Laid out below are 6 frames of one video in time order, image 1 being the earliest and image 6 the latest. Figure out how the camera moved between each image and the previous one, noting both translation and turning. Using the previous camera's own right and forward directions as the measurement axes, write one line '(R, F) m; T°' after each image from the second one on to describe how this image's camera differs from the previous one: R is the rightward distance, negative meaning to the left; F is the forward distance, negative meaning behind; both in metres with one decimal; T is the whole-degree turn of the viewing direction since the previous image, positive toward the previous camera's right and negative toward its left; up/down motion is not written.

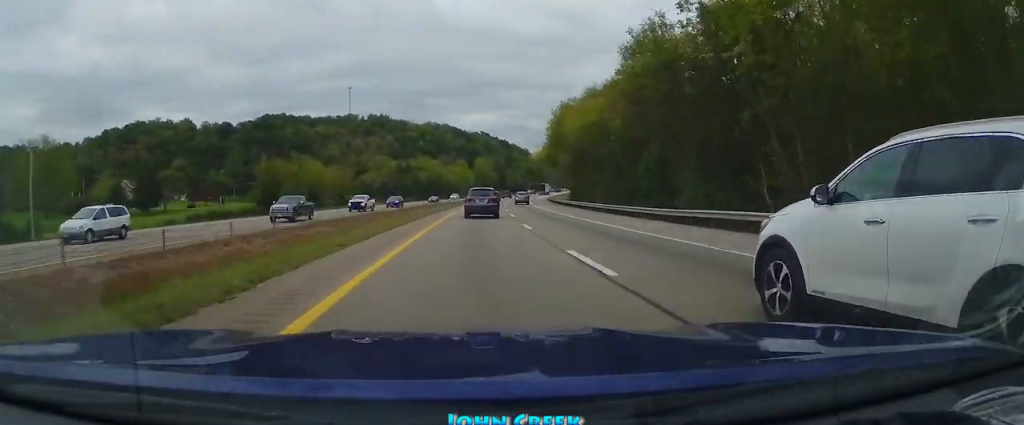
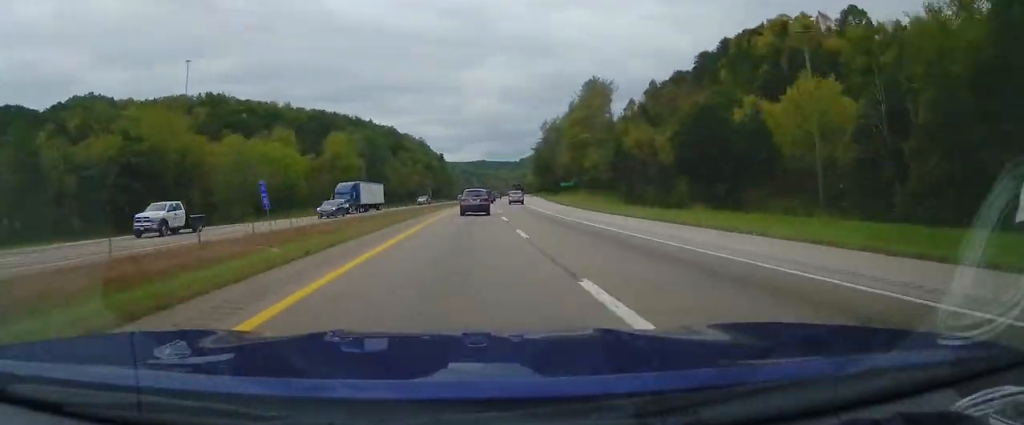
(+15.8, +162.7) m; +9°
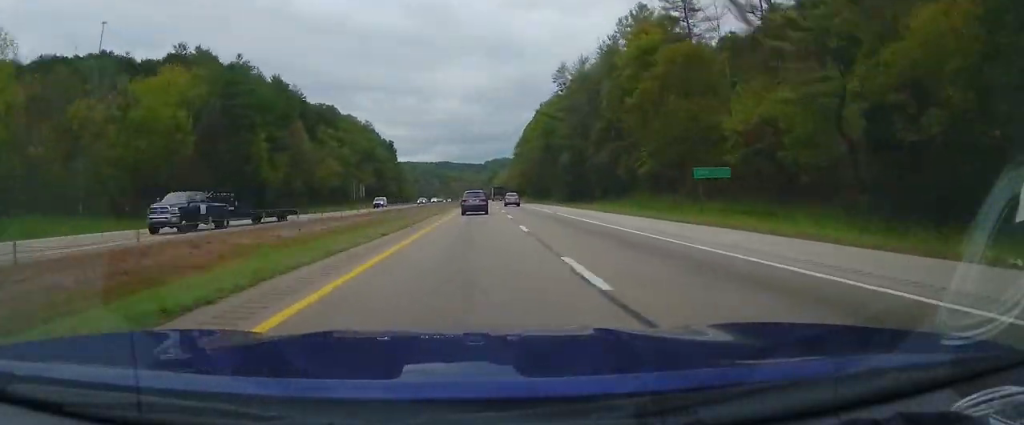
(+3.1, +85.0) m; +2°
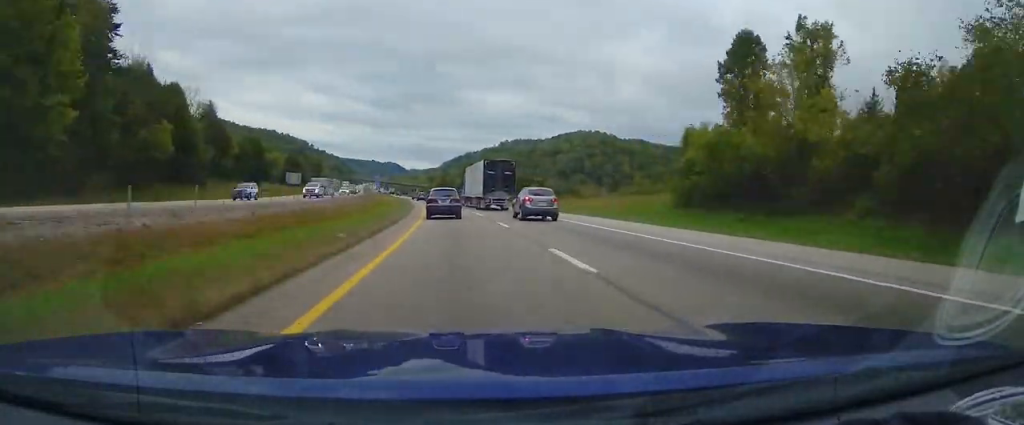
(-75.6, +496.9) m; -26°
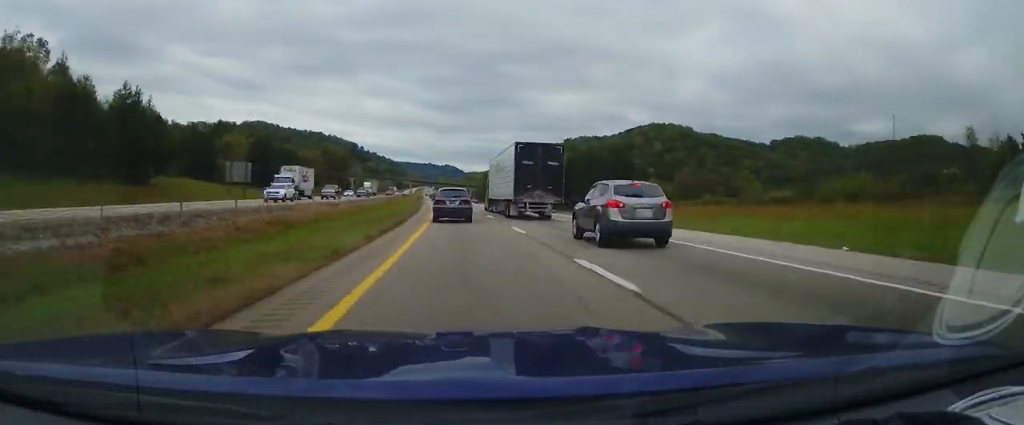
(-5.5, +75.5) m; -3°
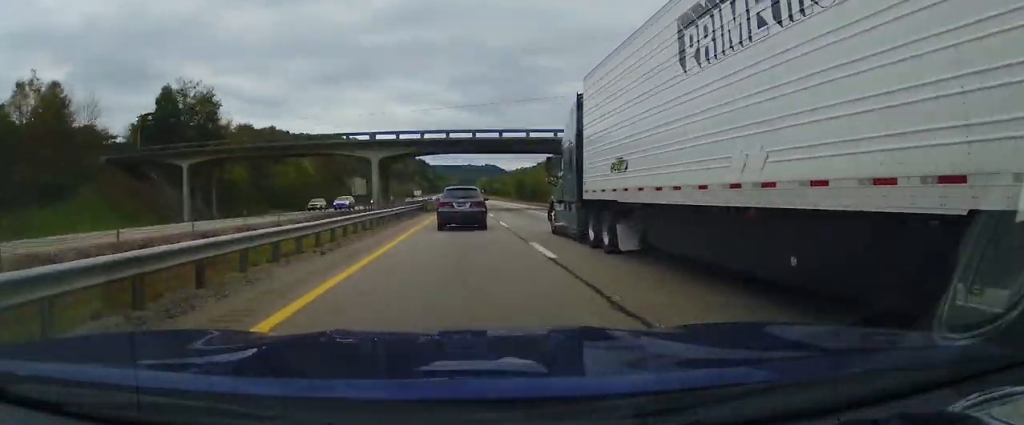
(-6.8, +185.7) m; -2°
